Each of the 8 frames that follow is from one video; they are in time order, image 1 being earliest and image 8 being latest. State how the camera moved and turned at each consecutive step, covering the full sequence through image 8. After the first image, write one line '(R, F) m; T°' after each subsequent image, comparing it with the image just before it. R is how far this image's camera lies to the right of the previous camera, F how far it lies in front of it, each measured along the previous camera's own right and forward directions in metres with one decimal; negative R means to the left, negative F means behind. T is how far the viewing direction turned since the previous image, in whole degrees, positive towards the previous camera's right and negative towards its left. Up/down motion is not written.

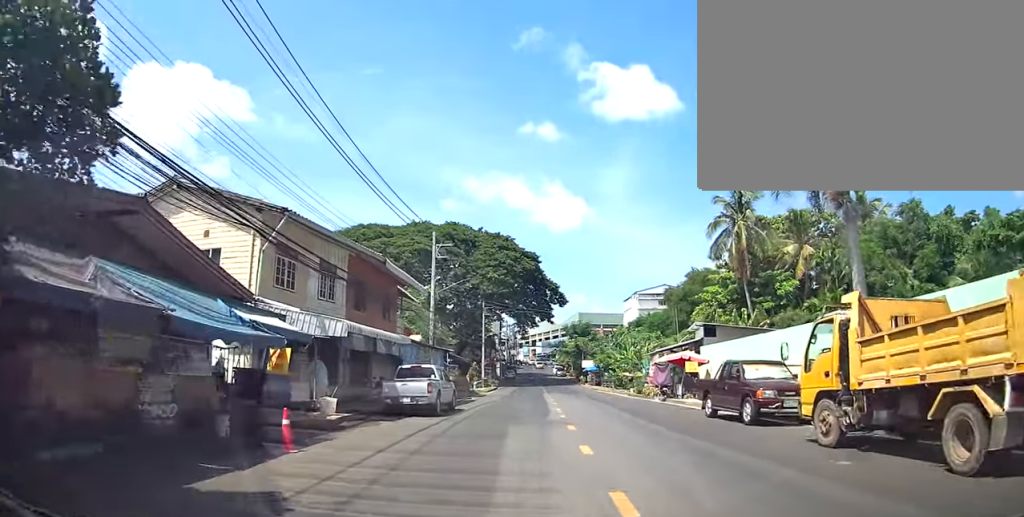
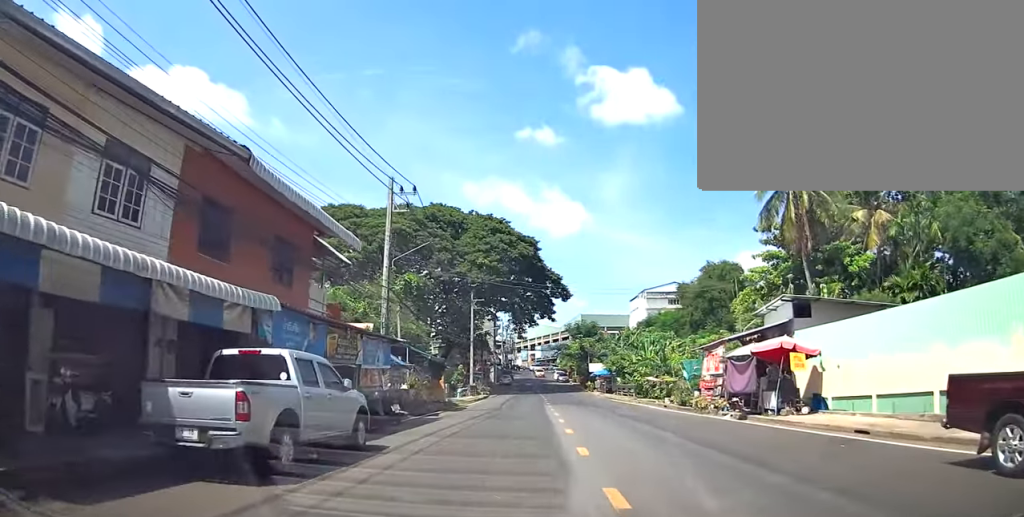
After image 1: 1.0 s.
(-0.5, +11.9) m; -3°
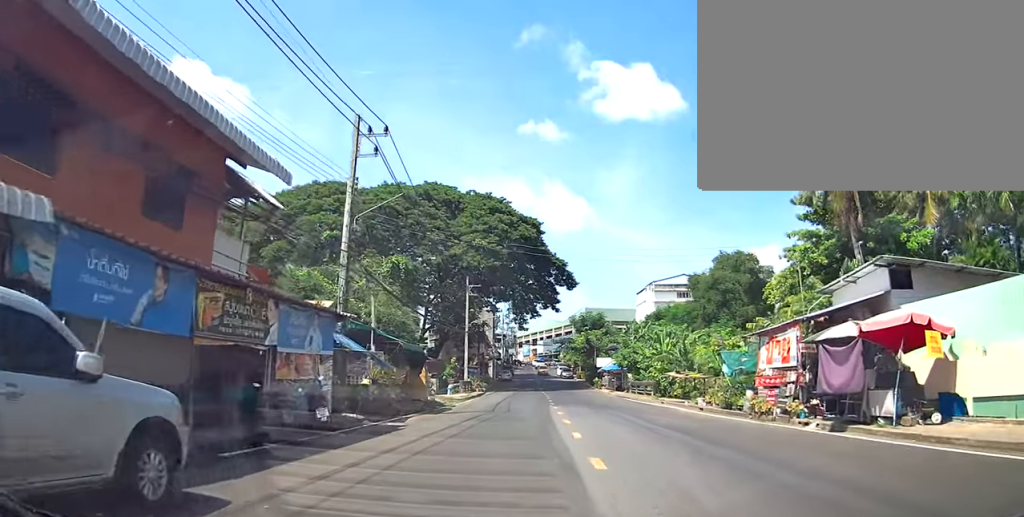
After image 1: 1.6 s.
(0.0, +6.3) m; 0°
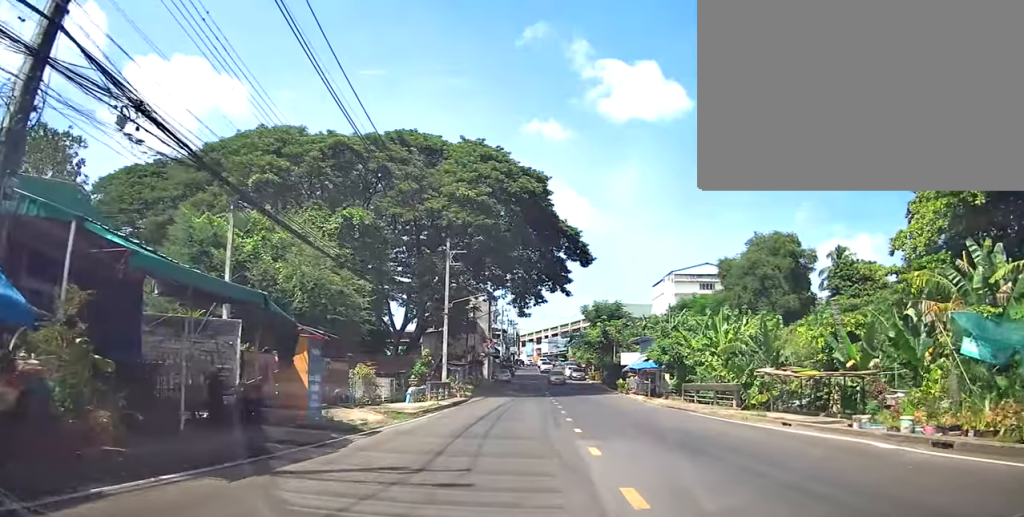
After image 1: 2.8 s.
(-0.1, +14.9) m; 0°
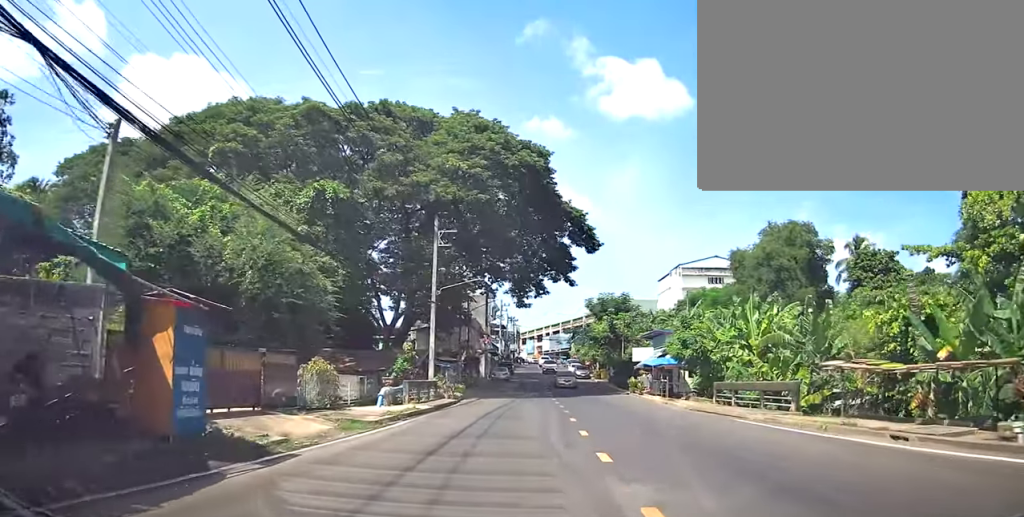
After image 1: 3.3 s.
(0.0, +5.2) m; 0°
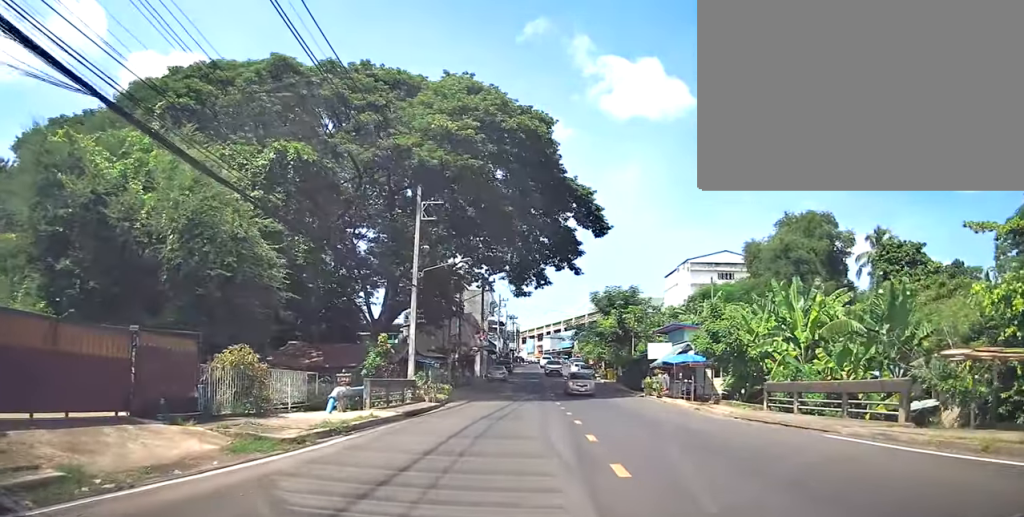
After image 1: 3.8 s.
(0.0, +5.6) m; 0°
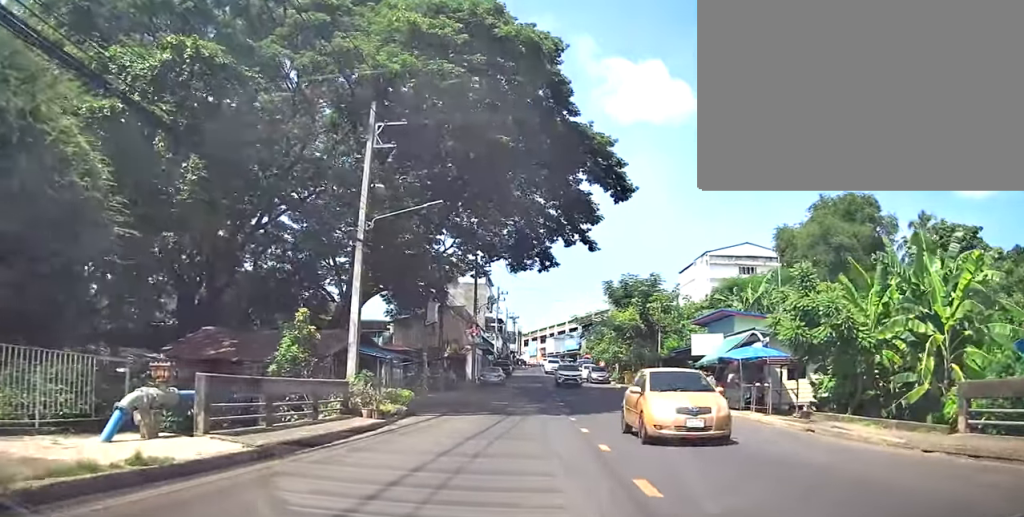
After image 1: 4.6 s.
(0.0, +9.6) m; -3°
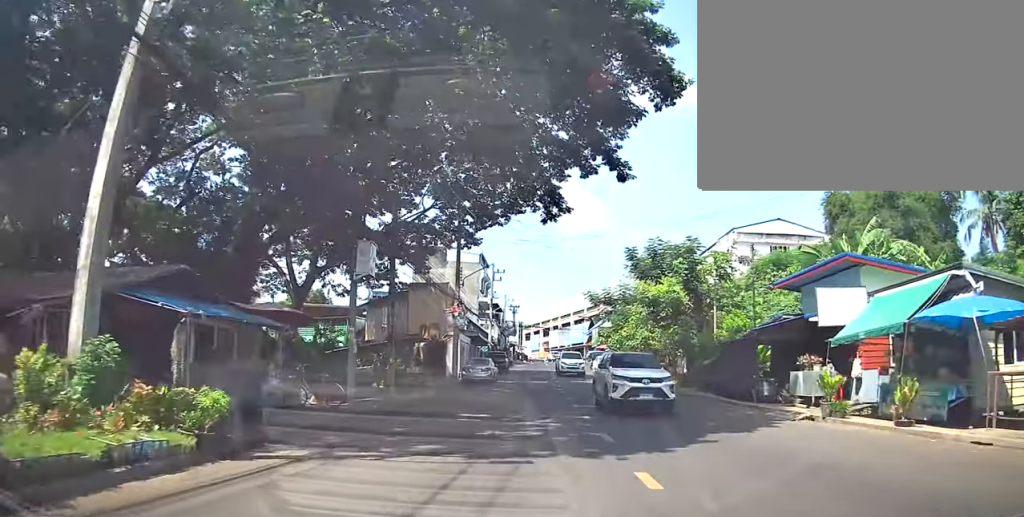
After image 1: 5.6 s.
(-0.7, +12.0) m; -1°
